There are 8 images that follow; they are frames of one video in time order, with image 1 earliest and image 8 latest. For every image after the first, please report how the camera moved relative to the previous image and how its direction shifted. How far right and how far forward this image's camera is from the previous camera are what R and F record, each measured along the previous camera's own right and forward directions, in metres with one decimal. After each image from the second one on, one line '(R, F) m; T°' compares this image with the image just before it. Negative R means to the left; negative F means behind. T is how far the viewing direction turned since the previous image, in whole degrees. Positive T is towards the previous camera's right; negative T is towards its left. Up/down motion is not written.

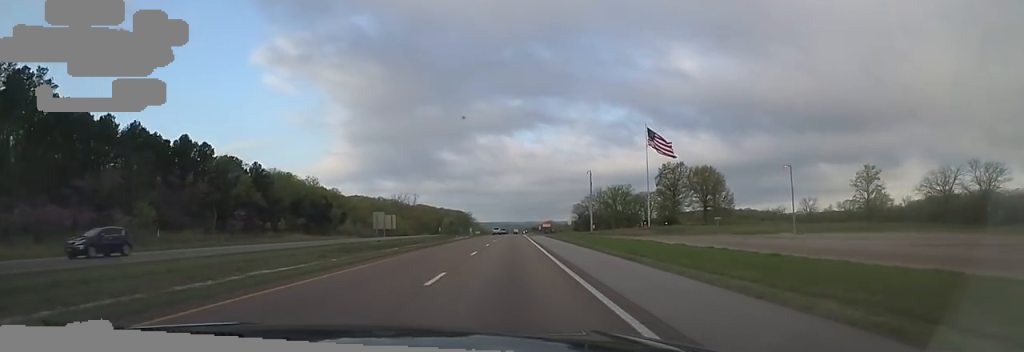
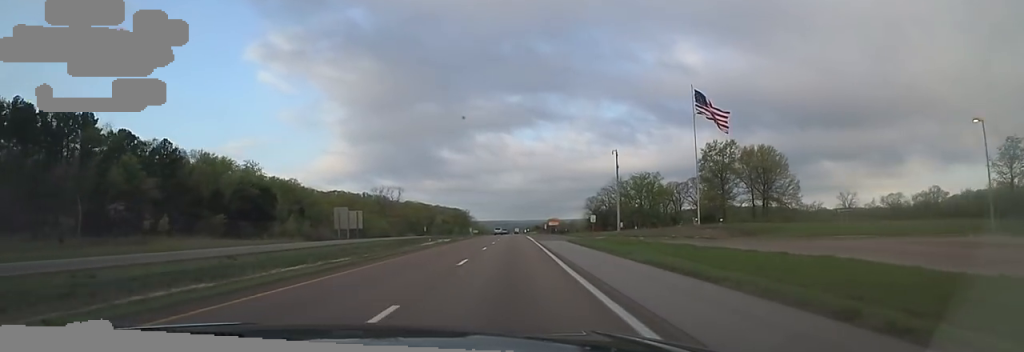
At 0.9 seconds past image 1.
(+0.2, +30.7) m; 0°
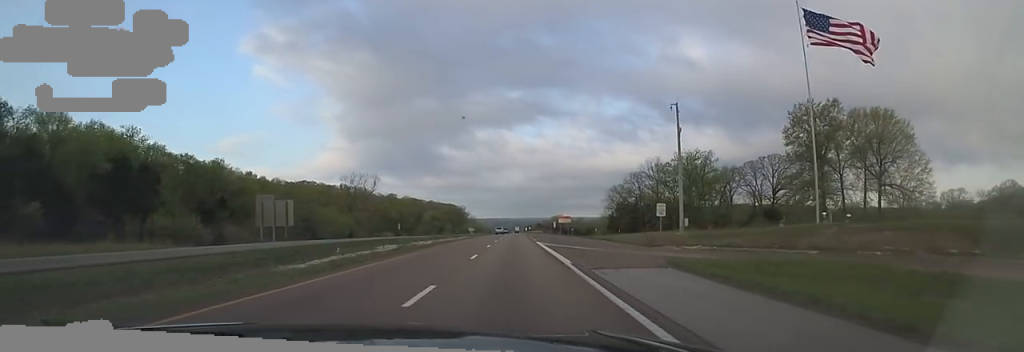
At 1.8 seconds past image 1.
(+0.1, +34.3) m; 0°
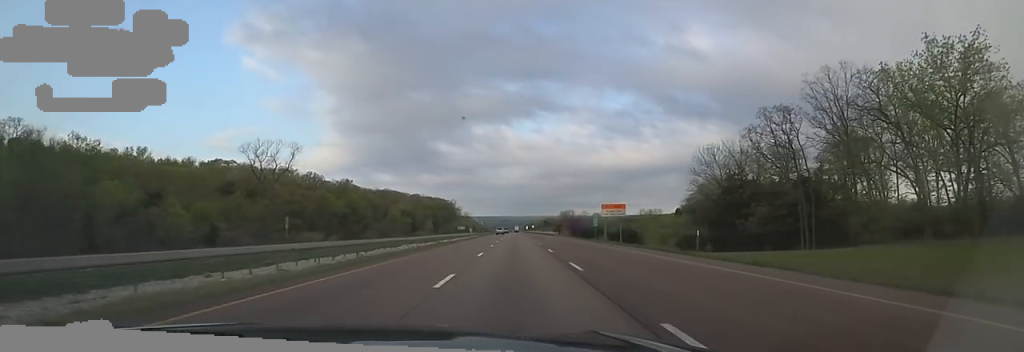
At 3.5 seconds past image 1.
(-1.0, +59.0) m; -2°
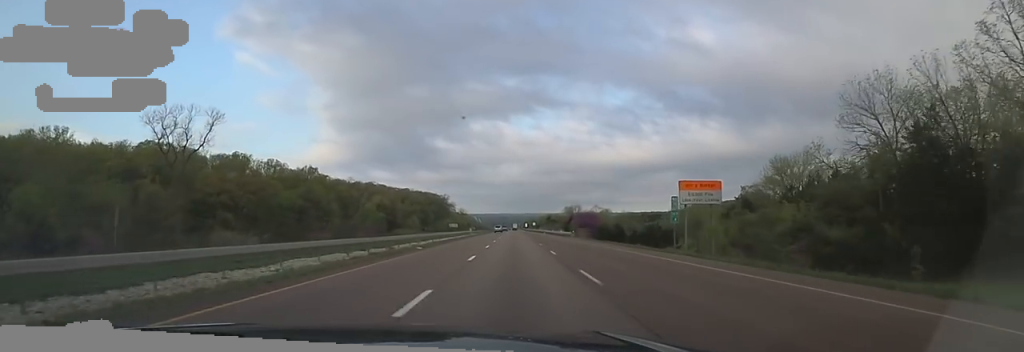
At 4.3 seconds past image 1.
(-0.6, +28.9) m; +1°
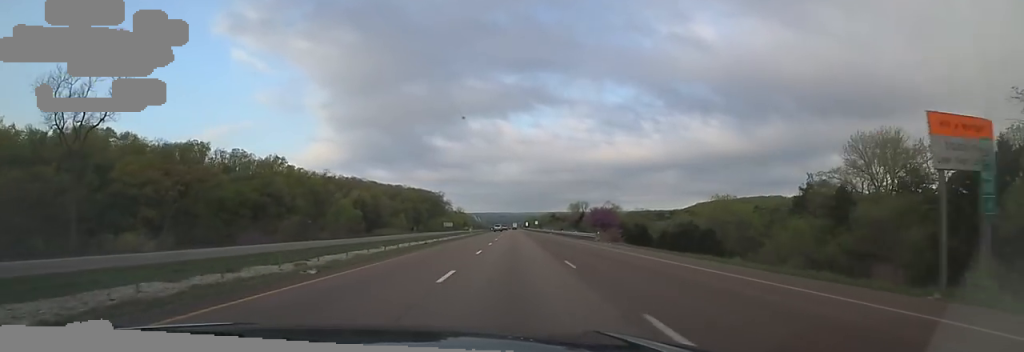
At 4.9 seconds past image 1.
(+0.6, +20.3) m; +1°
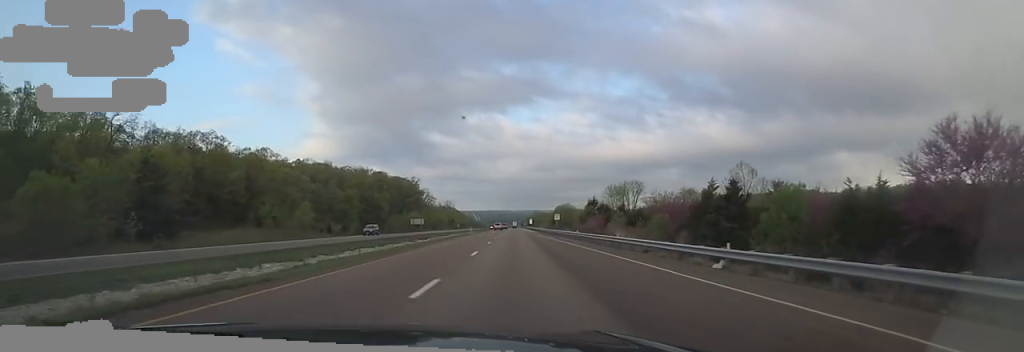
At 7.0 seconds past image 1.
(+0.9, +76.3) m; +1°
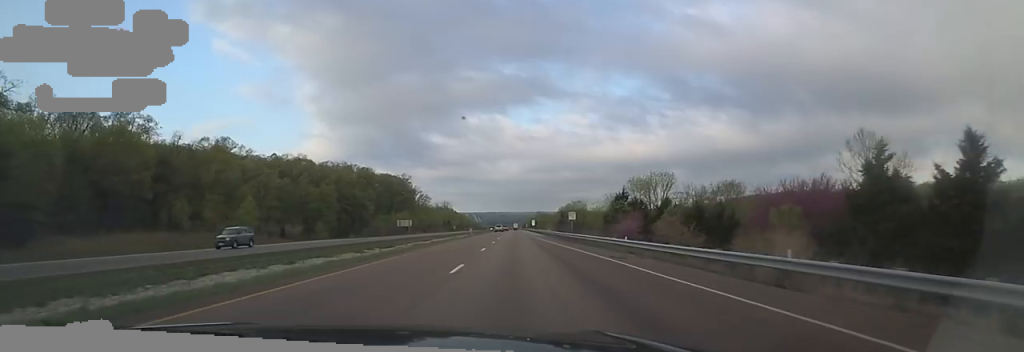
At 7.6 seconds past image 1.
(0.0, +19.8) m; 0°
